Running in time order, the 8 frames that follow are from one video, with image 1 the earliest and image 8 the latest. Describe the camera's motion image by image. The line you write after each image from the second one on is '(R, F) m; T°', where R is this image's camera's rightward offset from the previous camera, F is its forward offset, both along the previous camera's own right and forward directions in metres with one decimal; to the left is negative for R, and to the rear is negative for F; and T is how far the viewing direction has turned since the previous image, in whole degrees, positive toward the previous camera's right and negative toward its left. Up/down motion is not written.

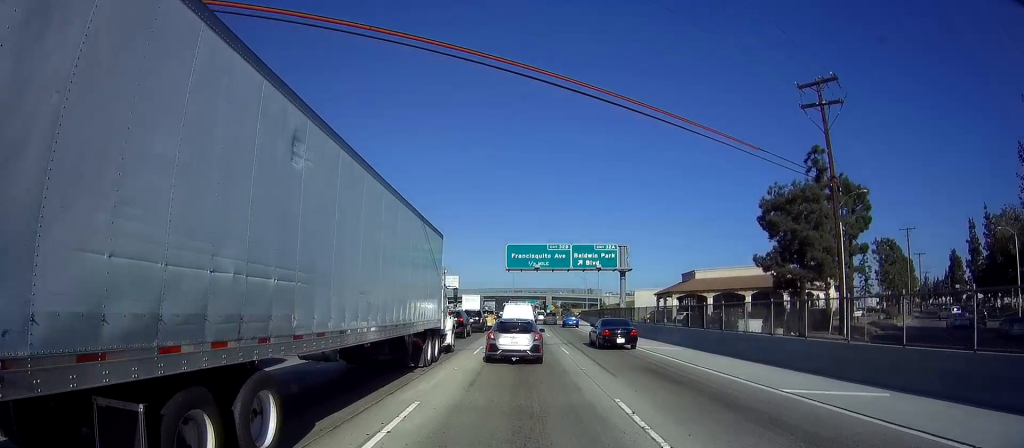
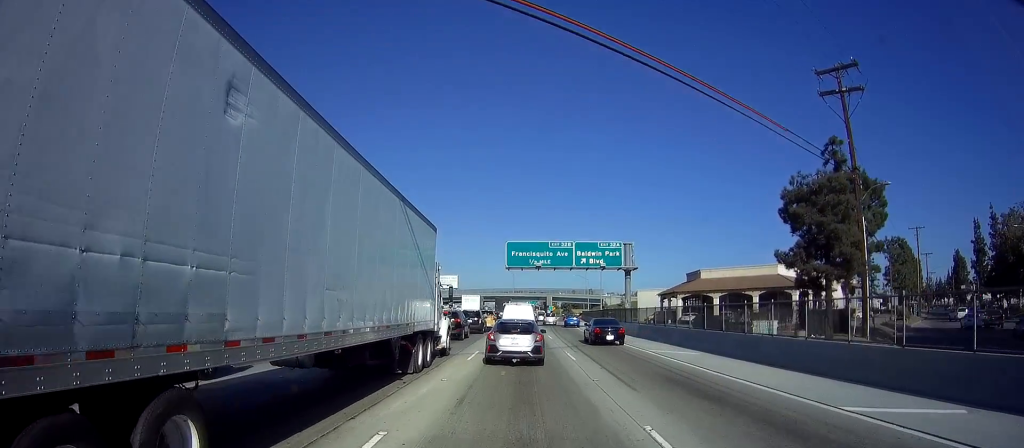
(-0.1, +2.3) m; -1°
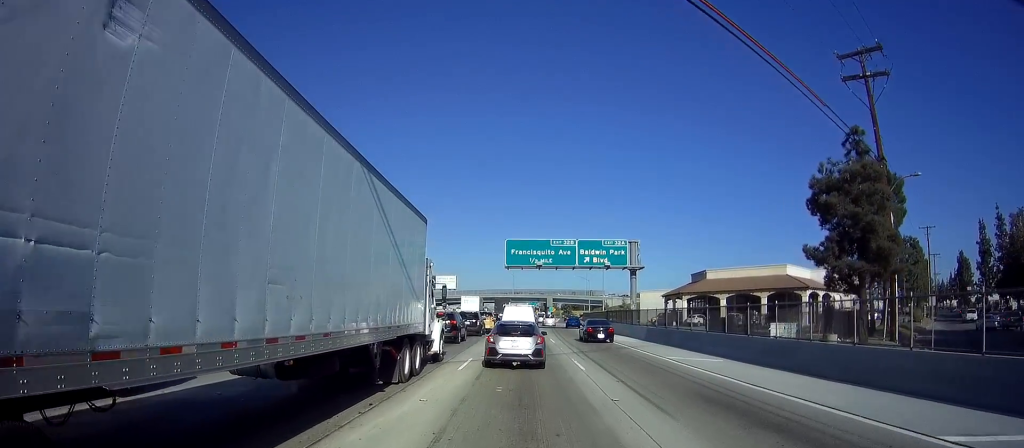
(0.0, +2.6) m; 0°
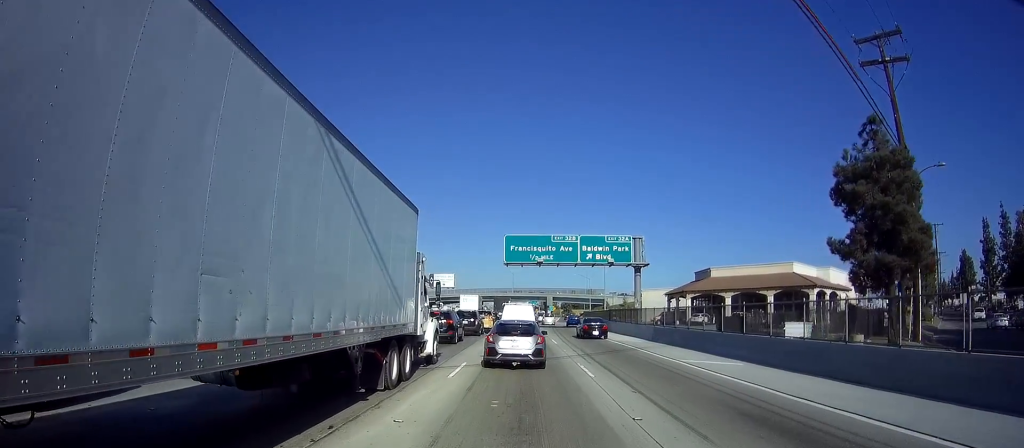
(0.0, +1.9) m; +1°
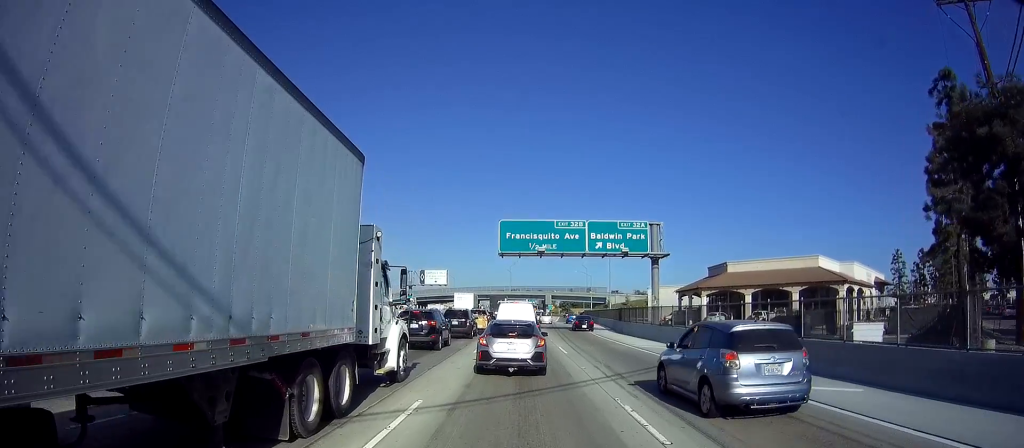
(+0.3, +6.3) m; +3°
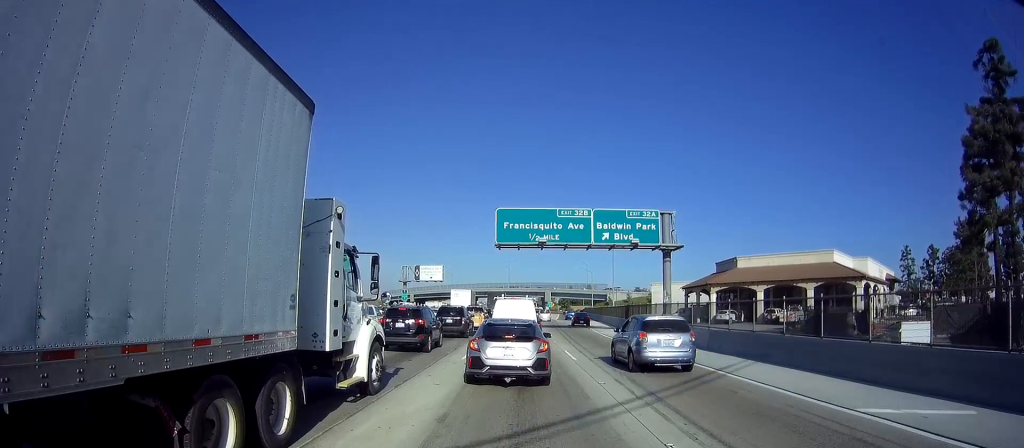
(-0.1, +2.6) m; +1°
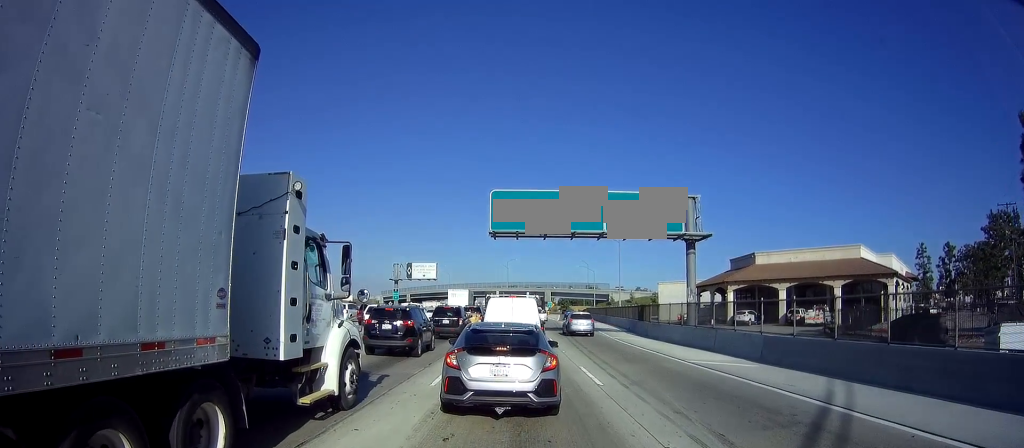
(0.0, +3.4) m; +2°
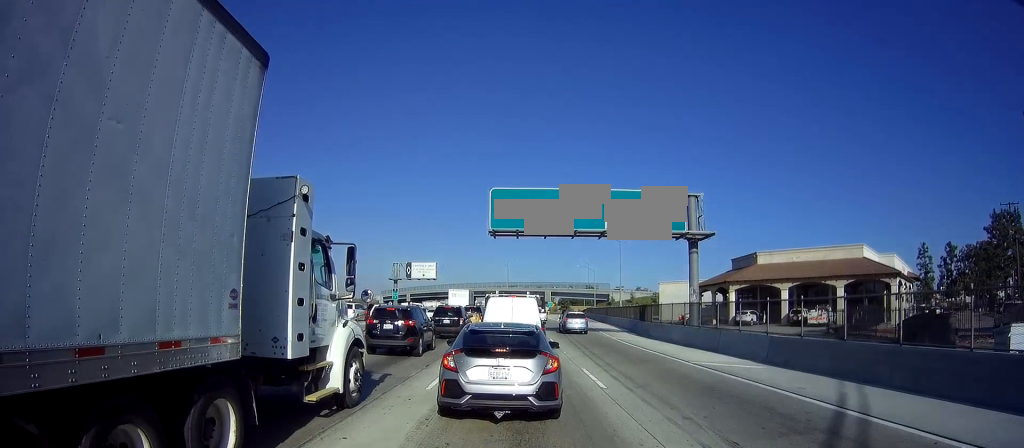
(-0.1, +0.3) m; 0°
